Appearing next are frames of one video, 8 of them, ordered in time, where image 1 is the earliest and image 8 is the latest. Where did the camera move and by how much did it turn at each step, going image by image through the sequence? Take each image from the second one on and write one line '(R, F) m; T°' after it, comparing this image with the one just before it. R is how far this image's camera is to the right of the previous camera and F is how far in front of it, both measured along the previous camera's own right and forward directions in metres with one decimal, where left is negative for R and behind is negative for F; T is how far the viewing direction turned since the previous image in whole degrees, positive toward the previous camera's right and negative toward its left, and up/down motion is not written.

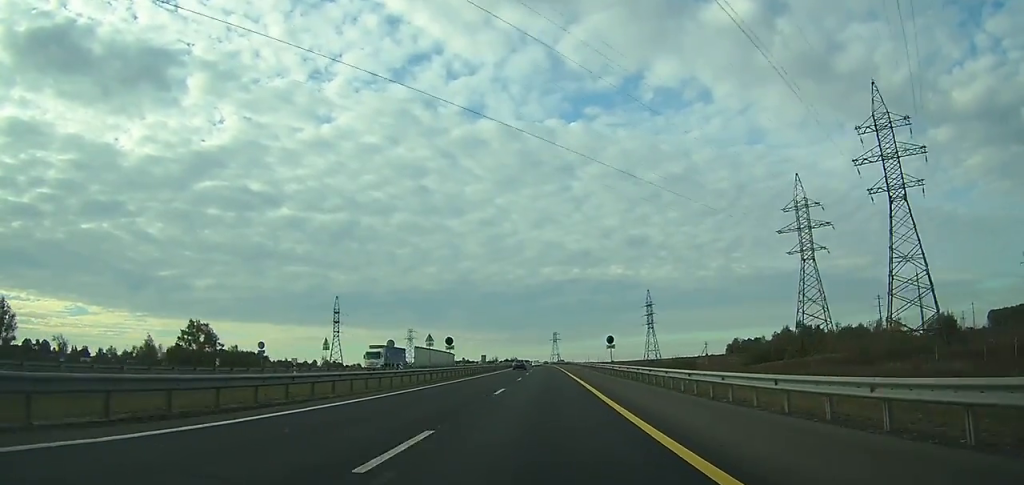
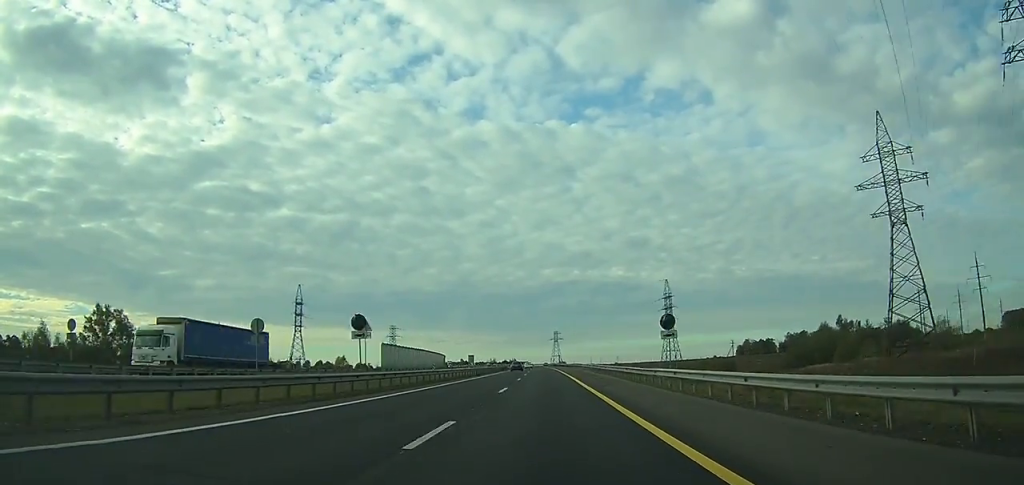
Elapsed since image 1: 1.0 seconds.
(0.0, +30.2) m; 0°
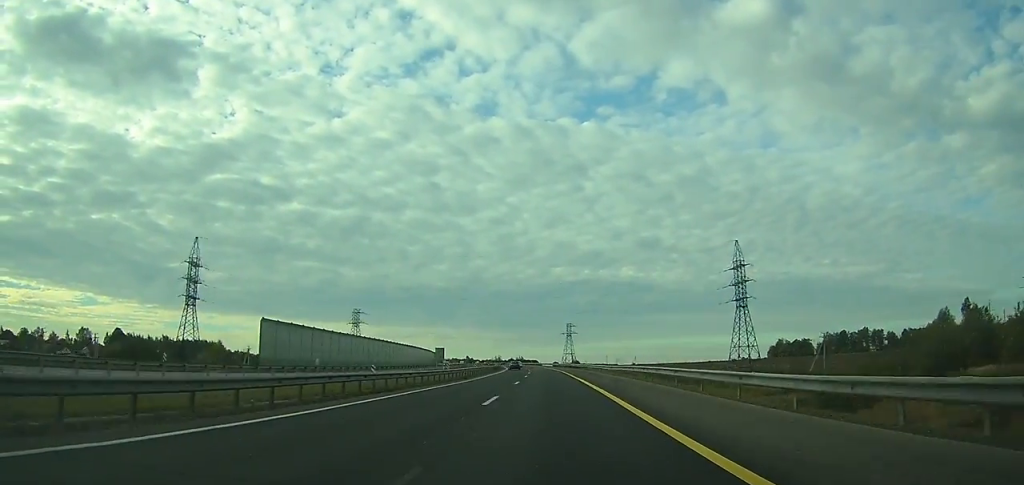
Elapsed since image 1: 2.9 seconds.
(-0.3, +55.1) m; -1°
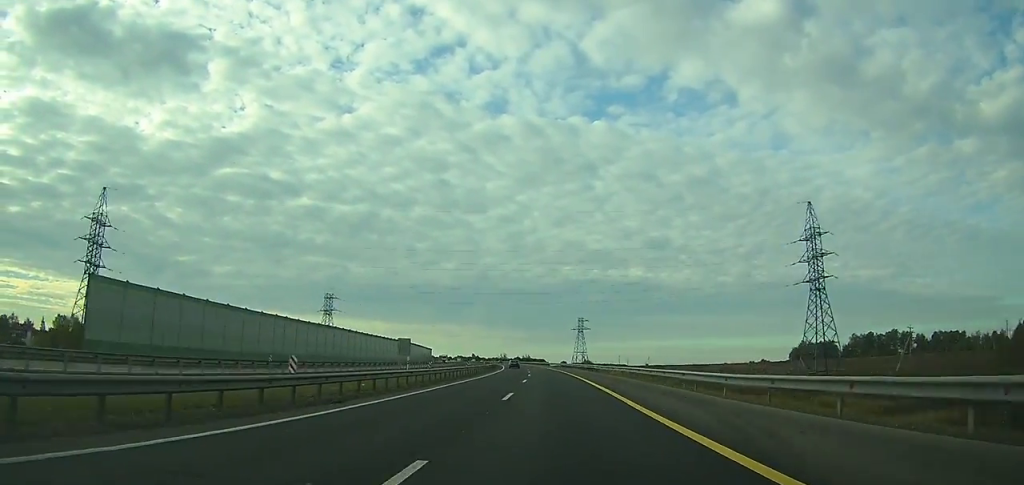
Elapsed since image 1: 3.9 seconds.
(-0.2, +30.9) m; -1°
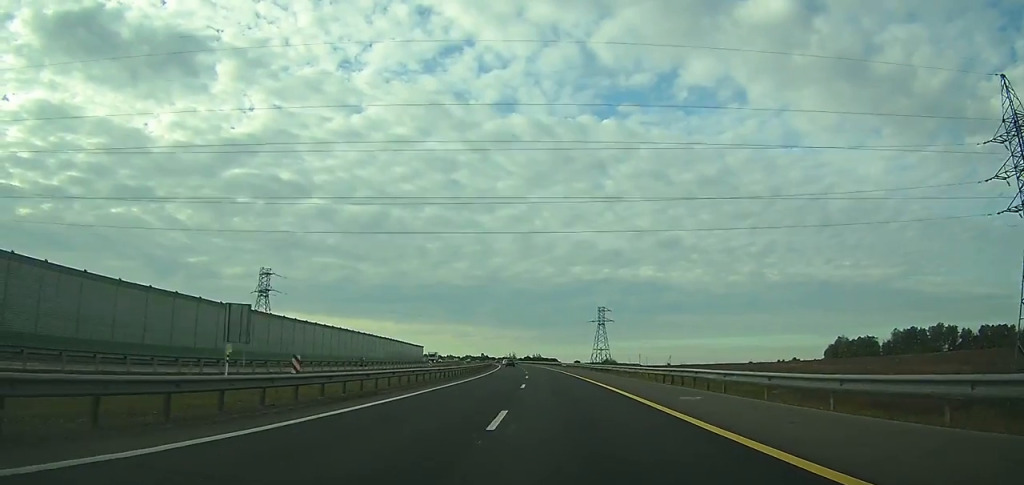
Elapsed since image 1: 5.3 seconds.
(-0.3, +43.0) m; -1°
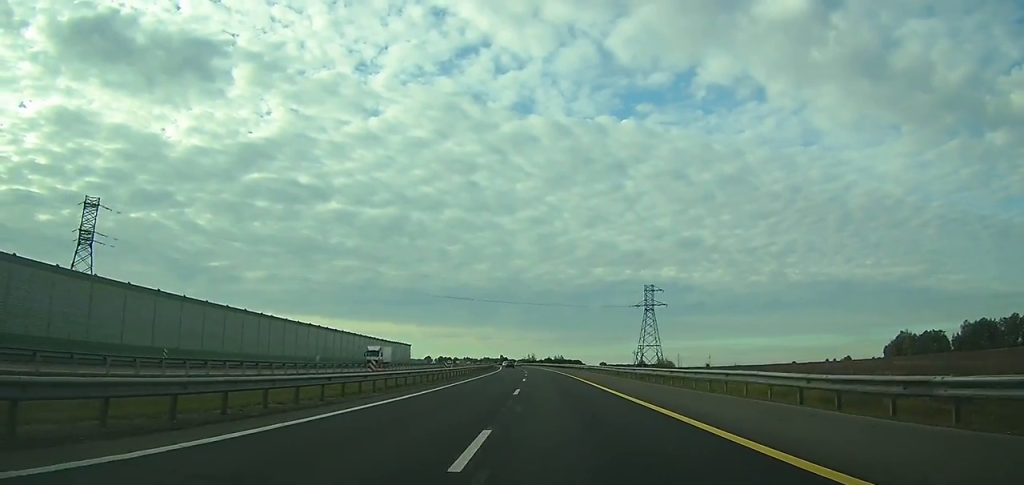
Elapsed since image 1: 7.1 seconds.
(-0.8, +53.9) m; -2°
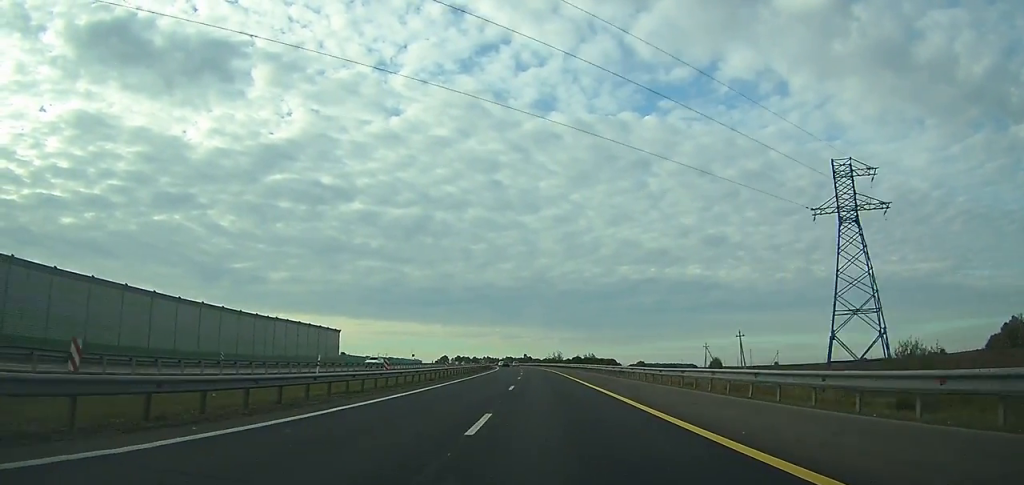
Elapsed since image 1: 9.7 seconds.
(-1.9, +75.6) m; -3°
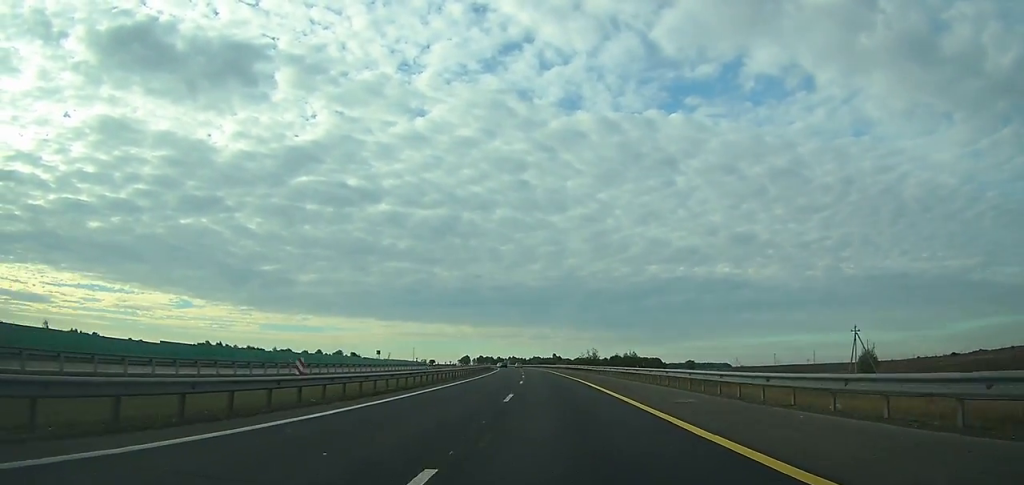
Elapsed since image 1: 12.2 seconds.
(-1.8, +67.9) m; -3°
